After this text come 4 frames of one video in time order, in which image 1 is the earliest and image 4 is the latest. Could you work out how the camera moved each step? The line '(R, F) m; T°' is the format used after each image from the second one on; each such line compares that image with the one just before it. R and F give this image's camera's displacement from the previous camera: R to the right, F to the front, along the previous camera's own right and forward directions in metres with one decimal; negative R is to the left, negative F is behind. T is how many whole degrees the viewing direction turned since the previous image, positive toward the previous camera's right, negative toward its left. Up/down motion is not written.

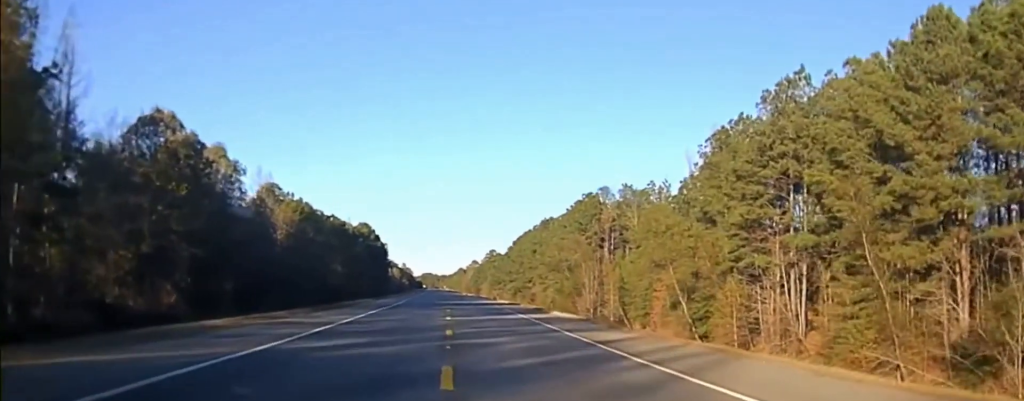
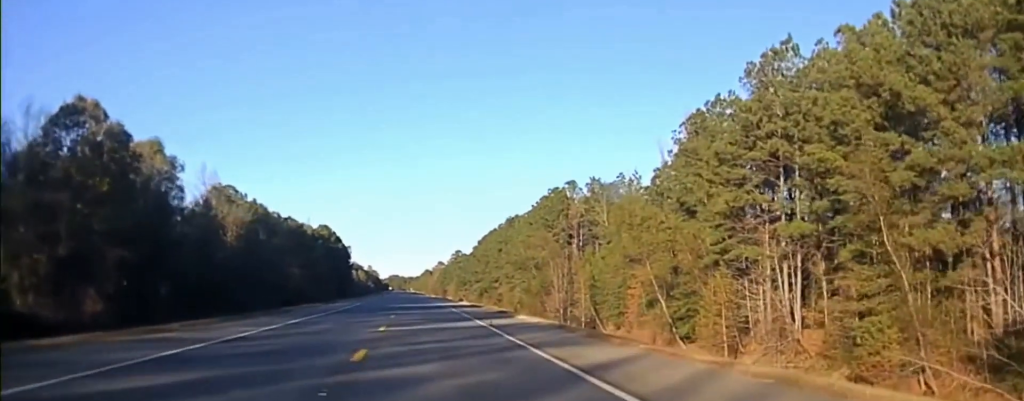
(+0.1, +7.9) m; +1°
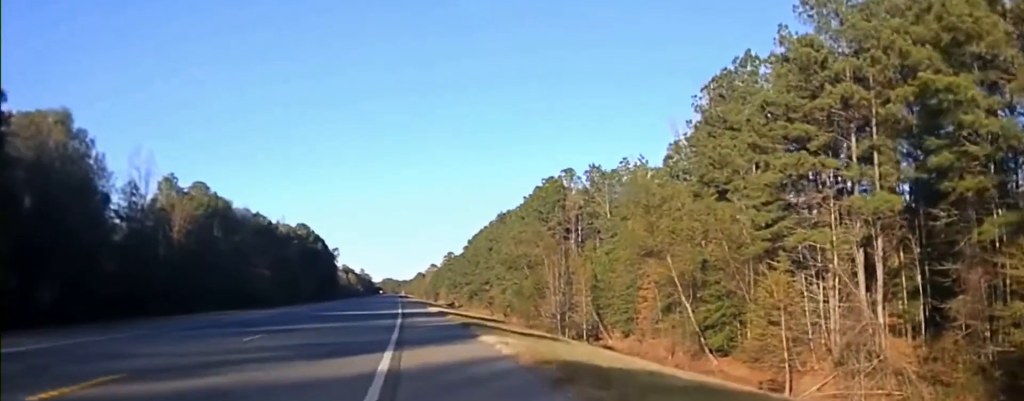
(+0.5, +21.5) m; 0°
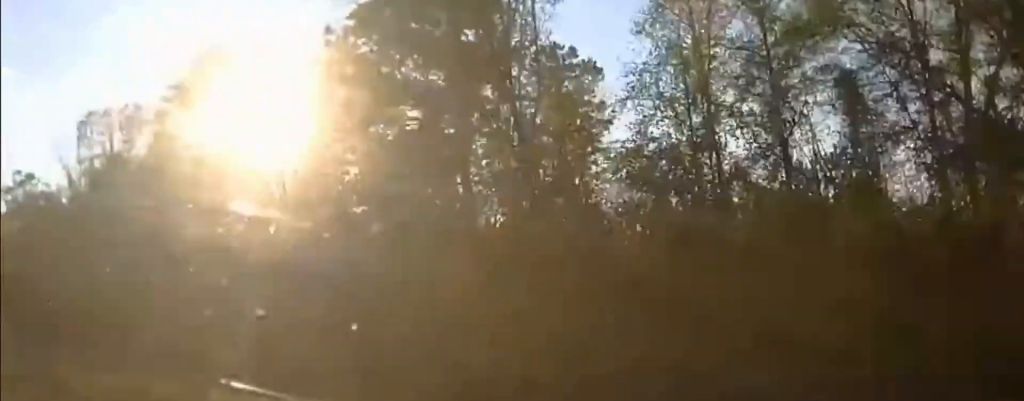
(-11.3, +17.0) m; -142°
